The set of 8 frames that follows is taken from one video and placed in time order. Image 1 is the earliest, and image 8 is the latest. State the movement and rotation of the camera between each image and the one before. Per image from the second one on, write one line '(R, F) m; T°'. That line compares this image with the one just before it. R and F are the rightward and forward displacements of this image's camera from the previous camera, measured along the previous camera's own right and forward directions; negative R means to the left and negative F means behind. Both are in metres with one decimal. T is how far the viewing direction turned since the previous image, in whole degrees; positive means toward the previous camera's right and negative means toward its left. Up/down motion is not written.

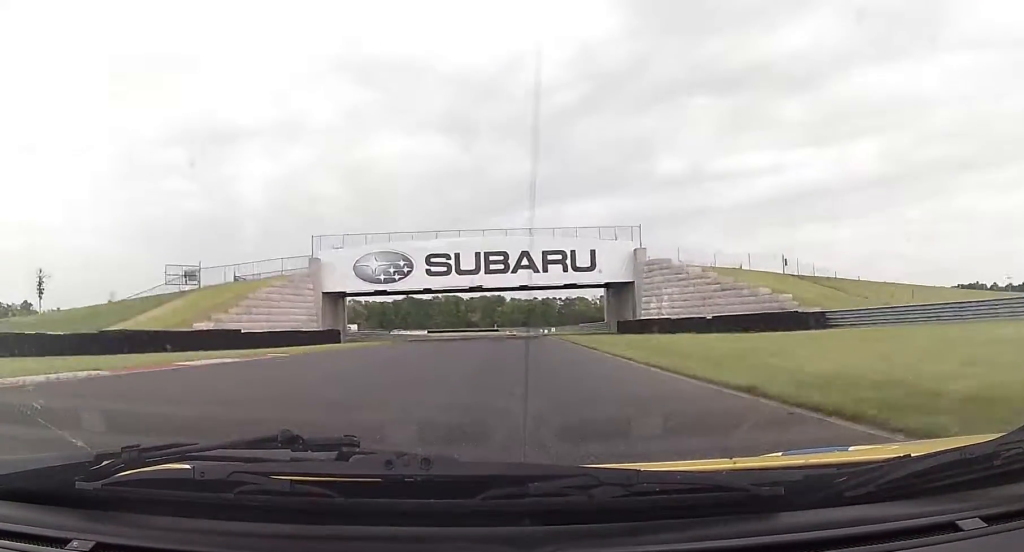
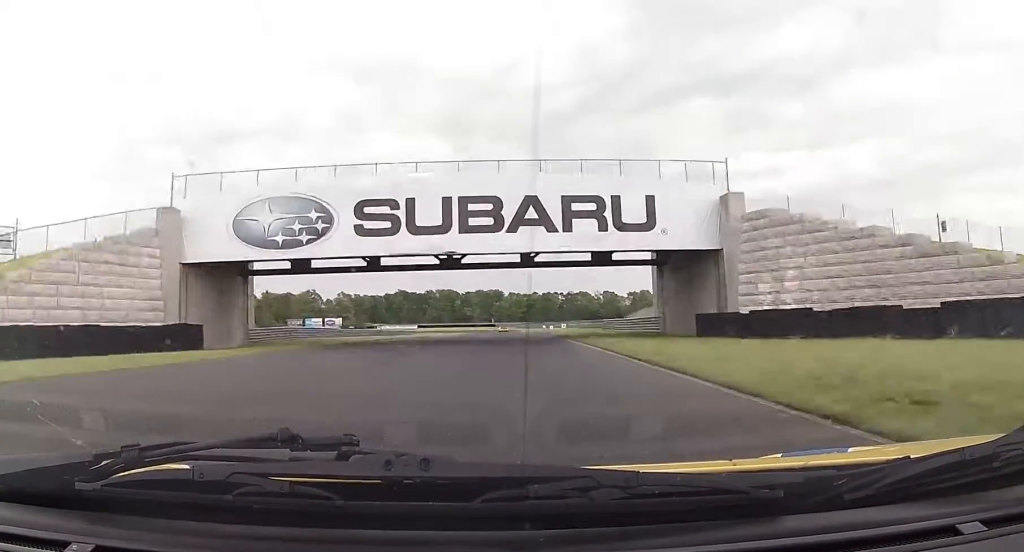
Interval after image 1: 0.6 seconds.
(+1.0, +24.0) m; +1°
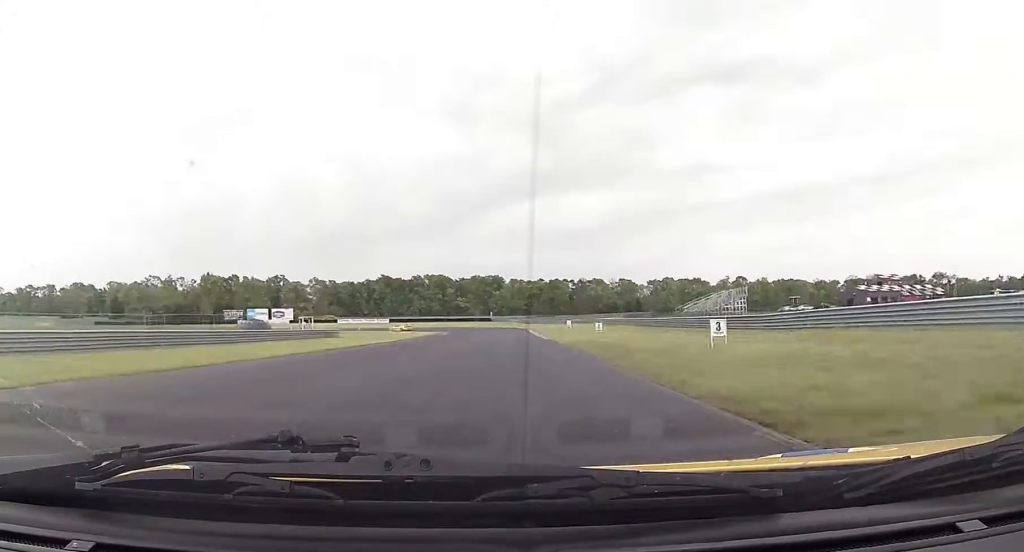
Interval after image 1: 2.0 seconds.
(-0.1, +60.9) m; 0°
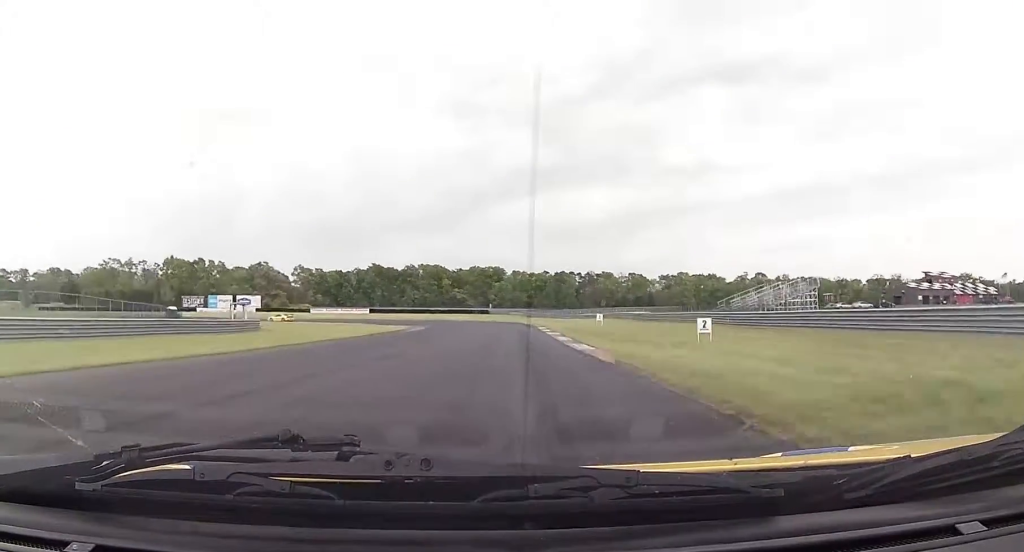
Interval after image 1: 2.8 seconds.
(+0.2, +28.3) m; 0°
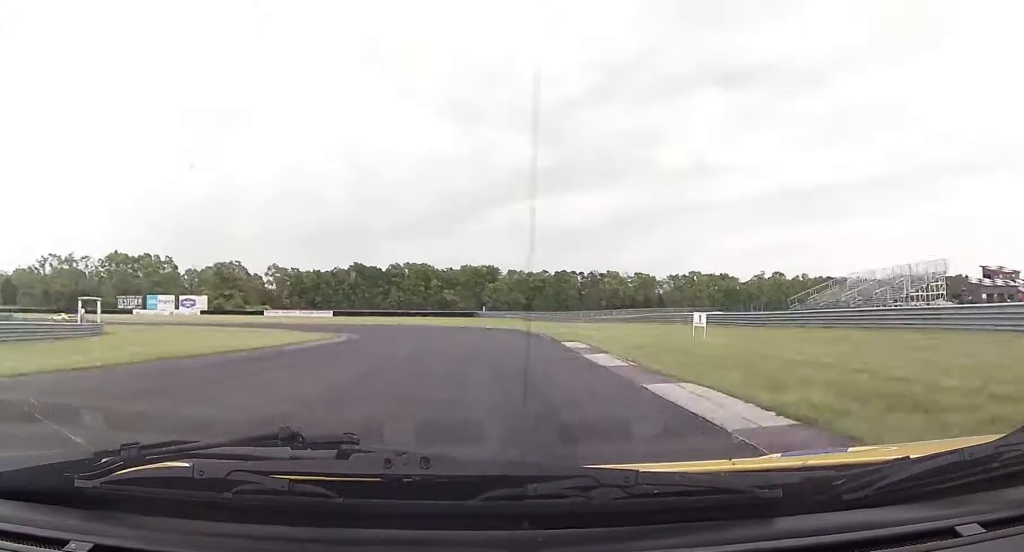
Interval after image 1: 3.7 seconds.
(0.0, +30.3) m; -1°
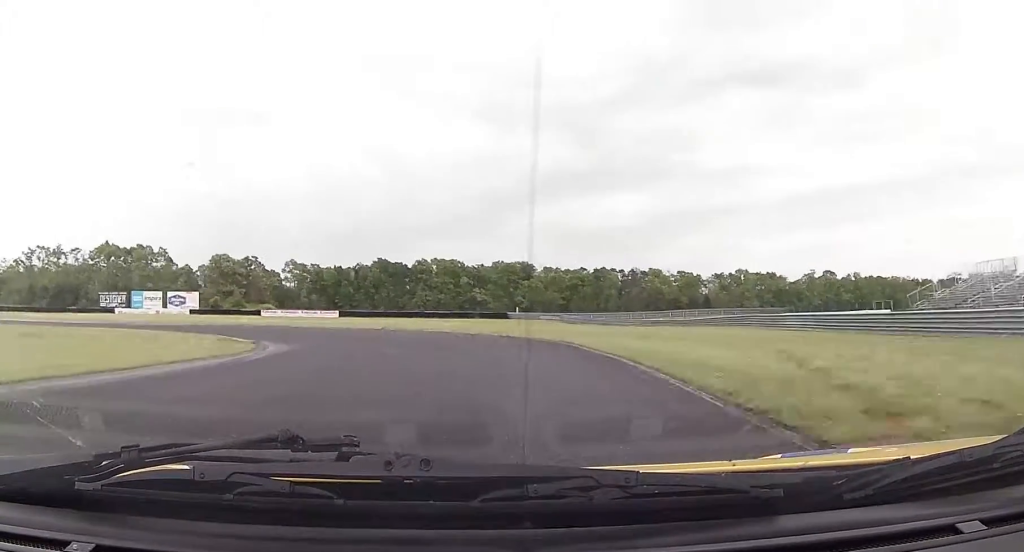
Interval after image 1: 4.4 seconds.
(-0.6, +19.0) m; -5°
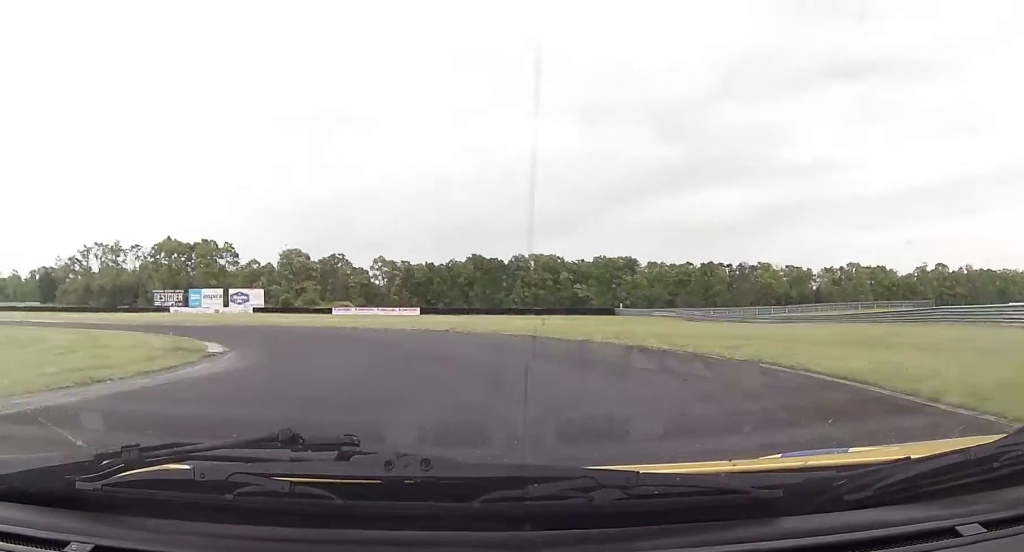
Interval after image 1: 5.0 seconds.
(-0.6, +14.9) m; -8°
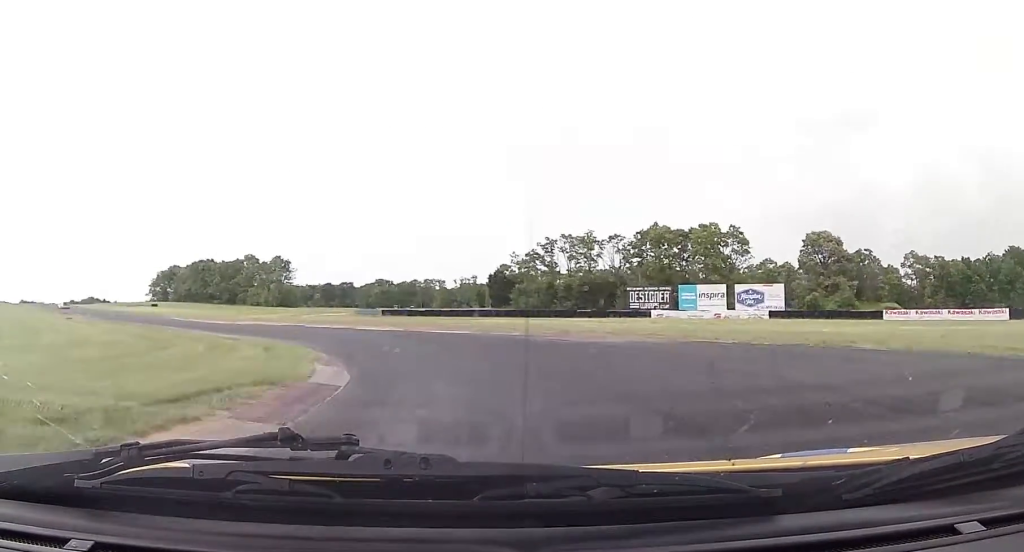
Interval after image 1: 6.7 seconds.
(-9.1, +31.9) m; -38°
